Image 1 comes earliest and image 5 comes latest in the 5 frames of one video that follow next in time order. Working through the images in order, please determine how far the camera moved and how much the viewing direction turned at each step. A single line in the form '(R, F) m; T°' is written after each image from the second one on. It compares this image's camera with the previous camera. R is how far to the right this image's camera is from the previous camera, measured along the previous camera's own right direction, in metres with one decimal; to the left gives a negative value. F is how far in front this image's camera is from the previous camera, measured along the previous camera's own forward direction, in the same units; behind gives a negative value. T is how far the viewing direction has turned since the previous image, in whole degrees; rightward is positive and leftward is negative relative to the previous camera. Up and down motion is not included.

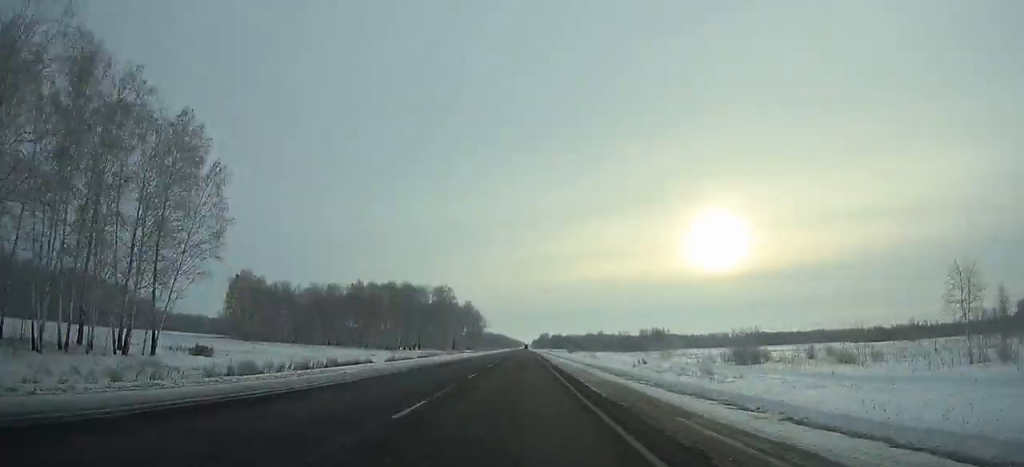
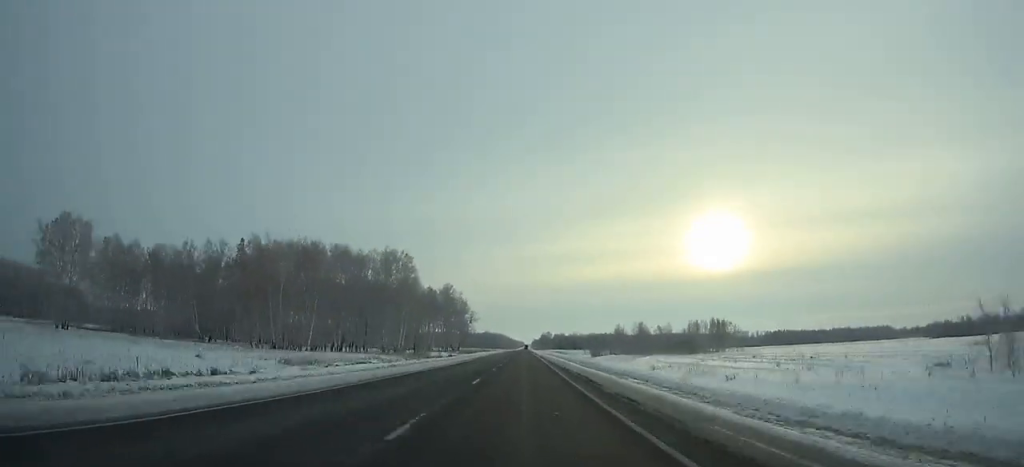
(+0.1, +74.4) m; 0°
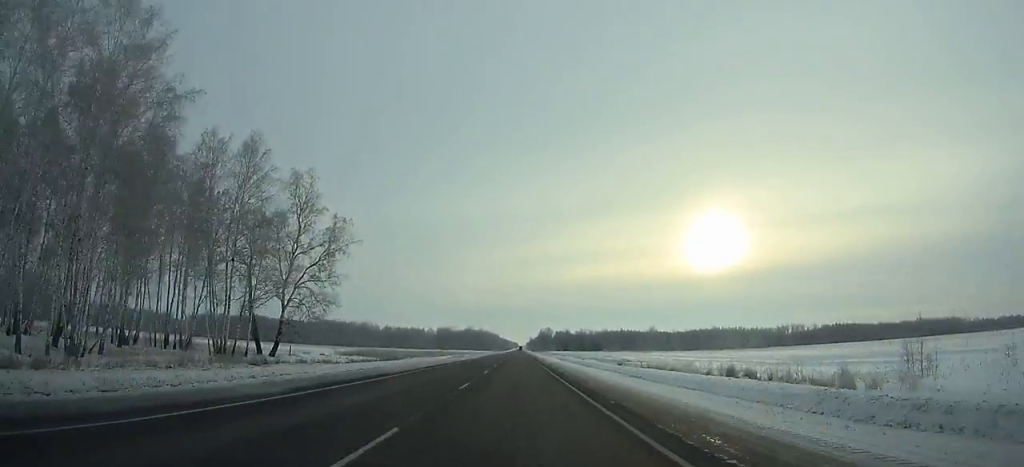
(+0.3, +170.3) m; 0°
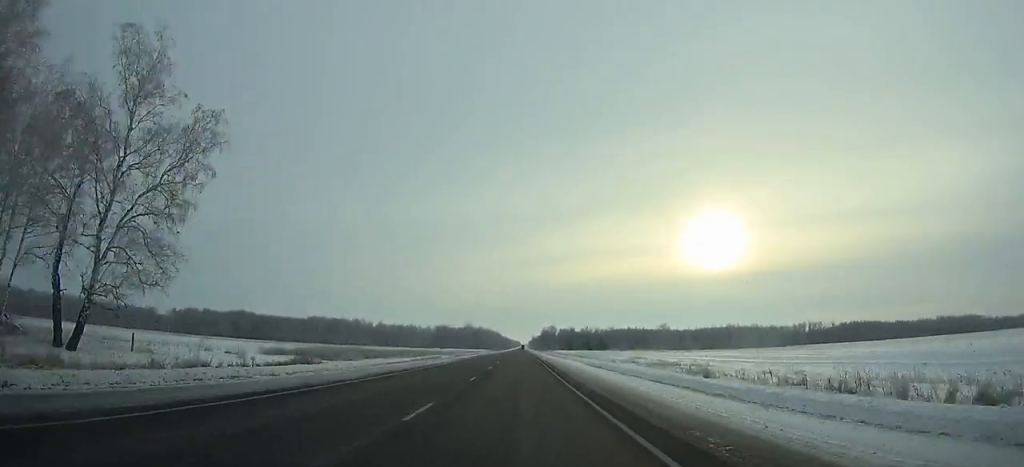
(-0.1, +31.9) m; 0°
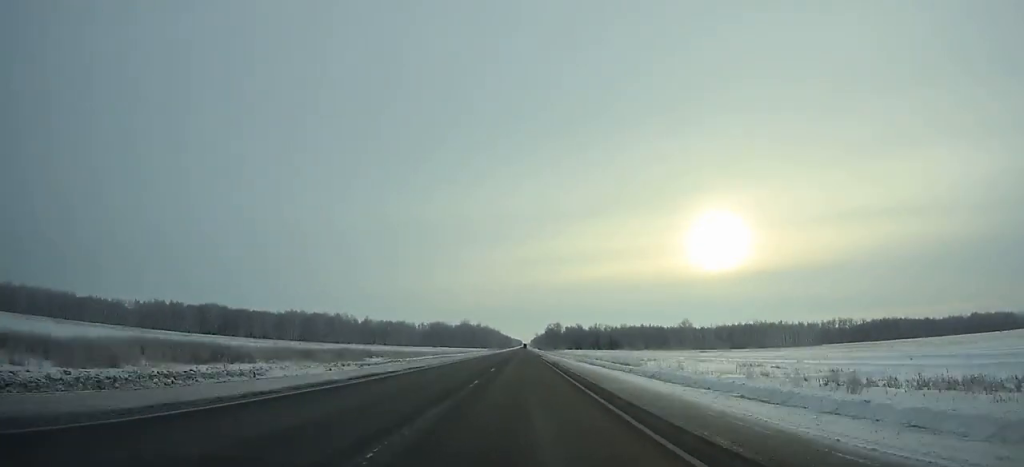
(0.0, +51.6) m; 0°
